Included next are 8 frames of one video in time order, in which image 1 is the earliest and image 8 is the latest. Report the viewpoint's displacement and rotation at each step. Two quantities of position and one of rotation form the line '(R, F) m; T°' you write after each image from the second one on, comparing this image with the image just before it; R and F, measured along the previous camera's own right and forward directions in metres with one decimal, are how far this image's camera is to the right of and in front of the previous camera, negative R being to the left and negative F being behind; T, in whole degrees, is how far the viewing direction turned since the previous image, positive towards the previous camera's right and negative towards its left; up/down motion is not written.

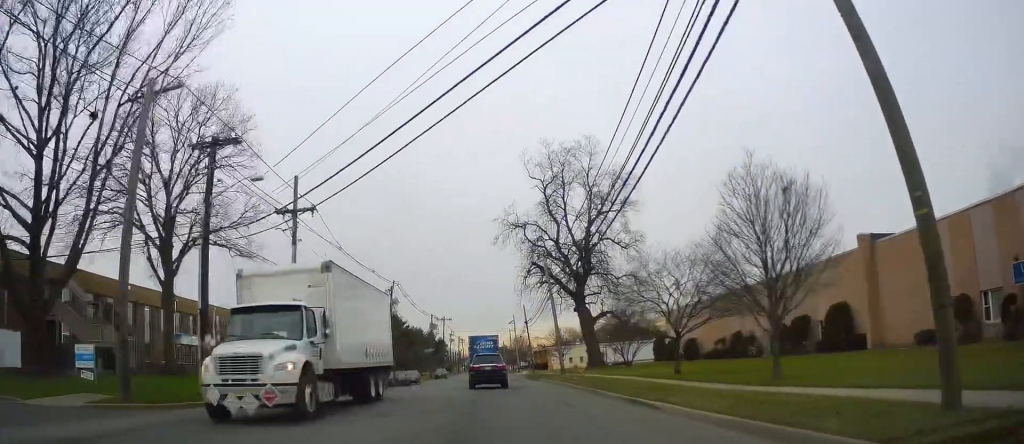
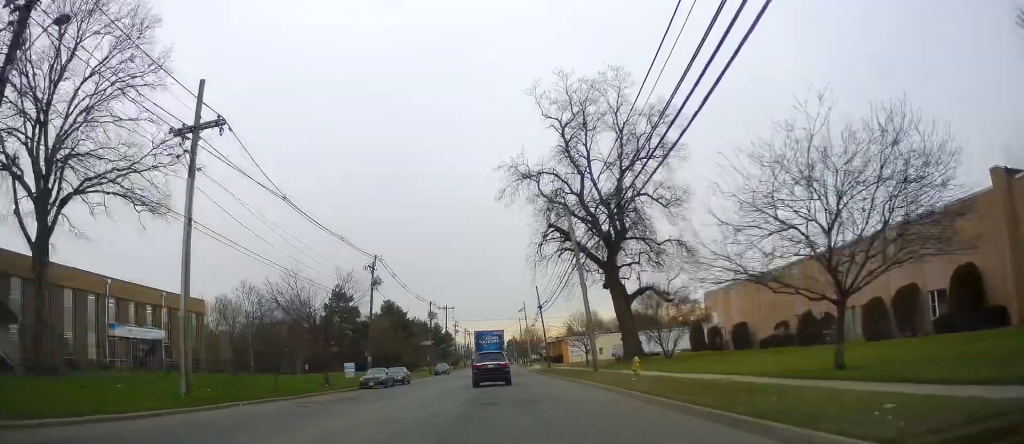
(-0.2, +12.3) m; -3°
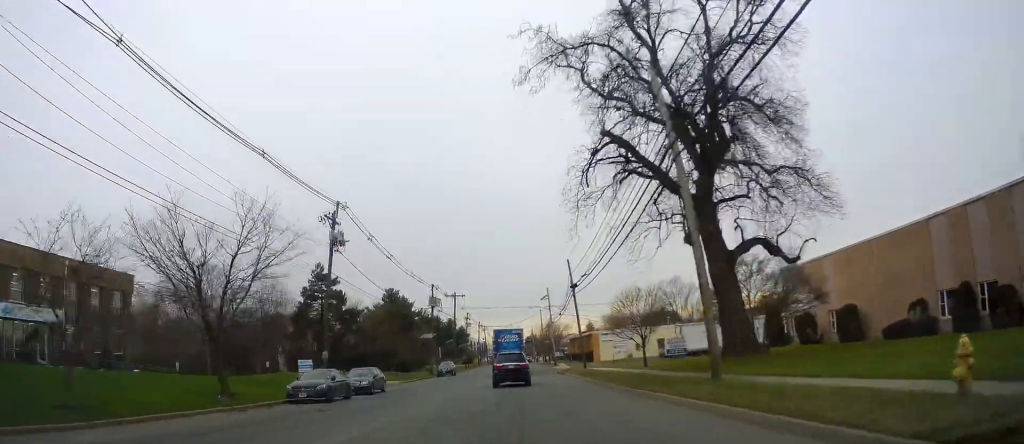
(-0.3, +15.8) m; +2°
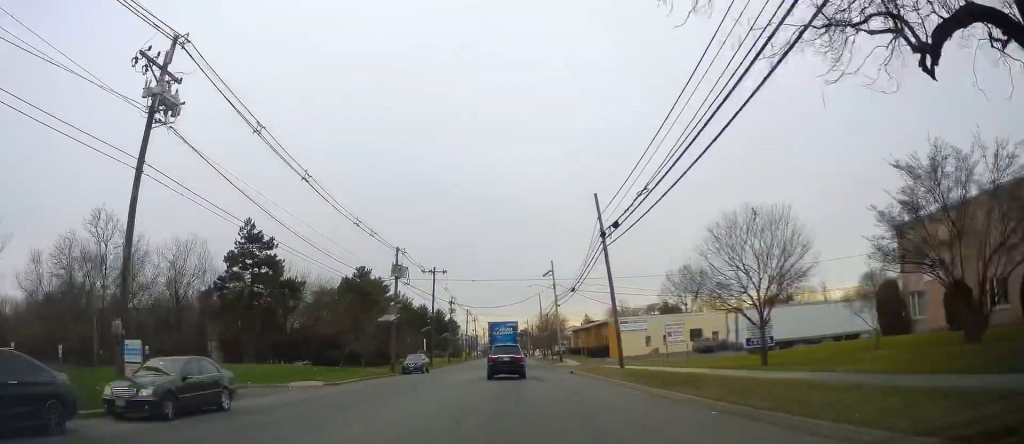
(+0.4, +18.0) m; 0°
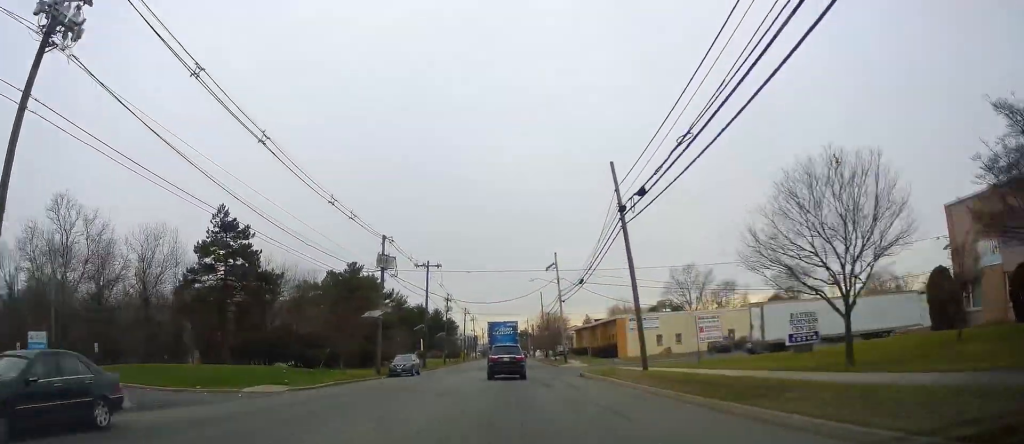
(0.0, +5.1) m; -1°
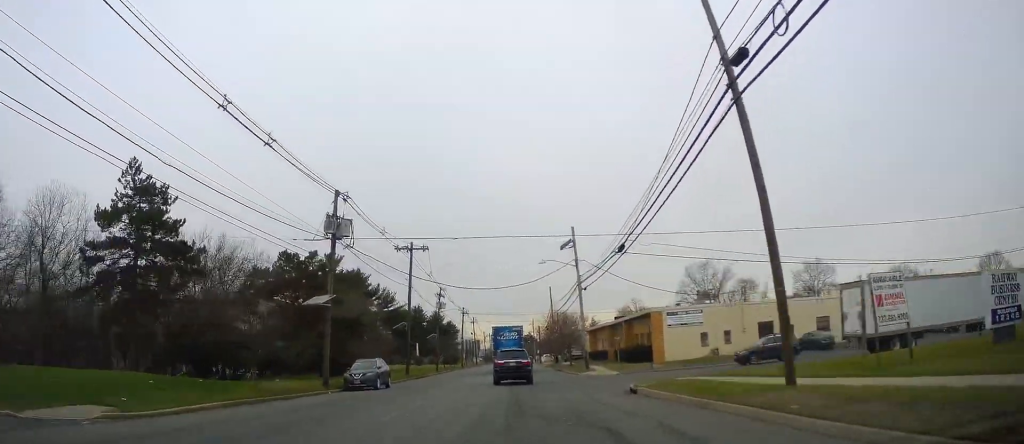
(-0.4, +12.9) m; 0°
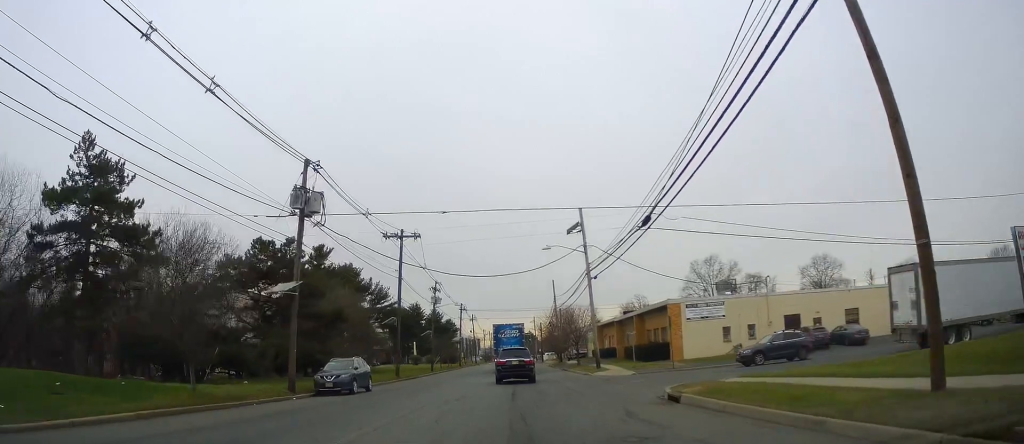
(+0.1, +5.3) m; 0°
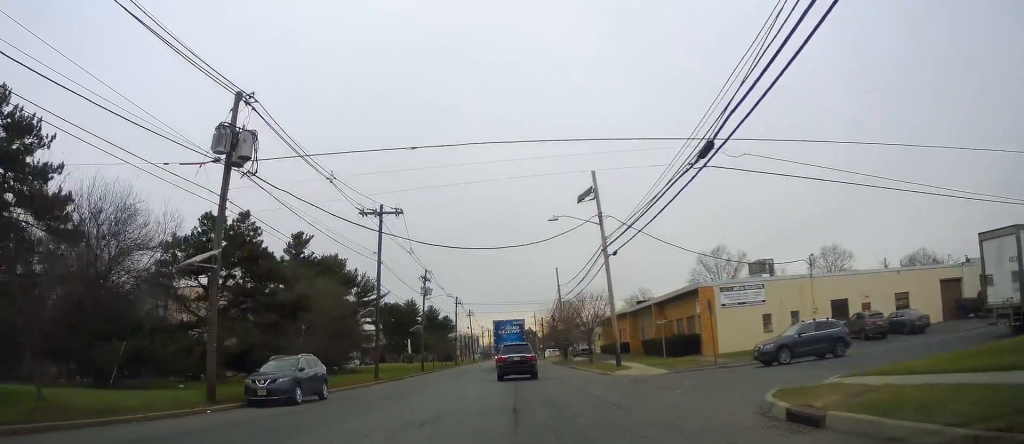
(+0.3, +6.8) m; 0°
